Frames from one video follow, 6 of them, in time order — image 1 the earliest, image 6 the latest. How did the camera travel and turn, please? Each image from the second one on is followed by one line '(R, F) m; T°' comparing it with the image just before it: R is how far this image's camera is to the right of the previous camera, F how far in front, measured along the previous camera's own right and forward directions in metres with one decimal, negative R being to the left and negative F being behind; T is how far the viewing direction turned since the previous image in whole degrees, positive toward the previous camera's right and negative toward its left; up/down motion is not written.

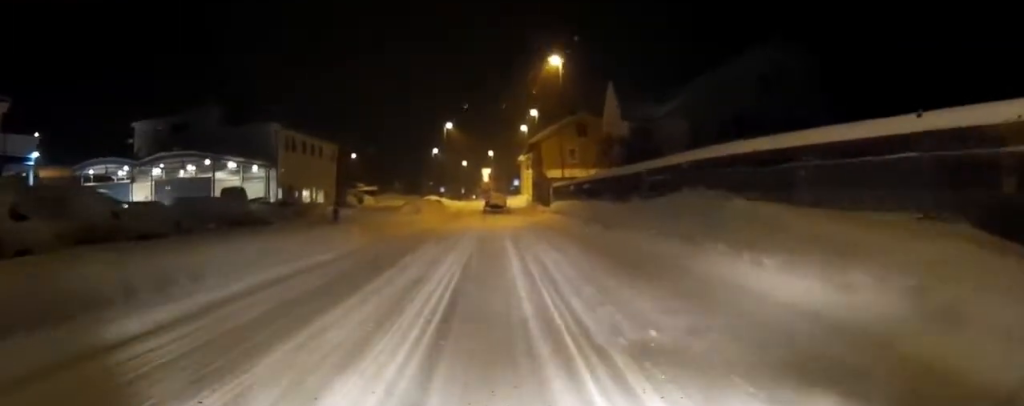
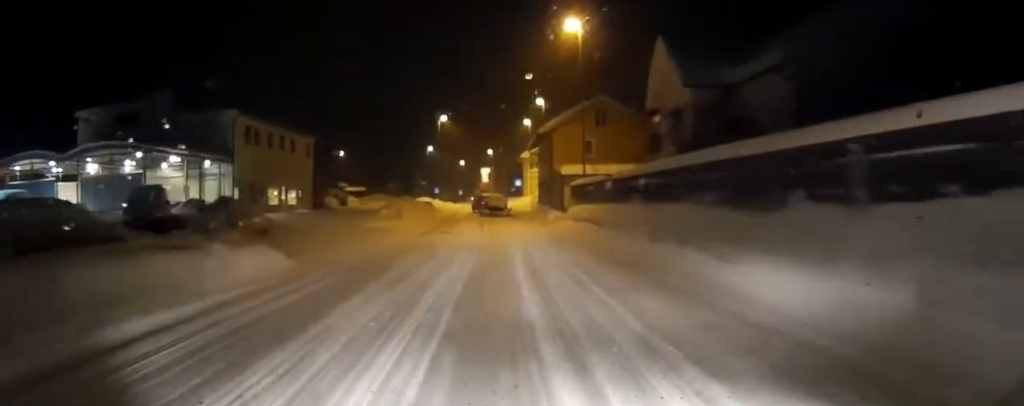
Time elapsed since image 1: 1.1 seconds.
(+0.2, +8.8) m; +1°
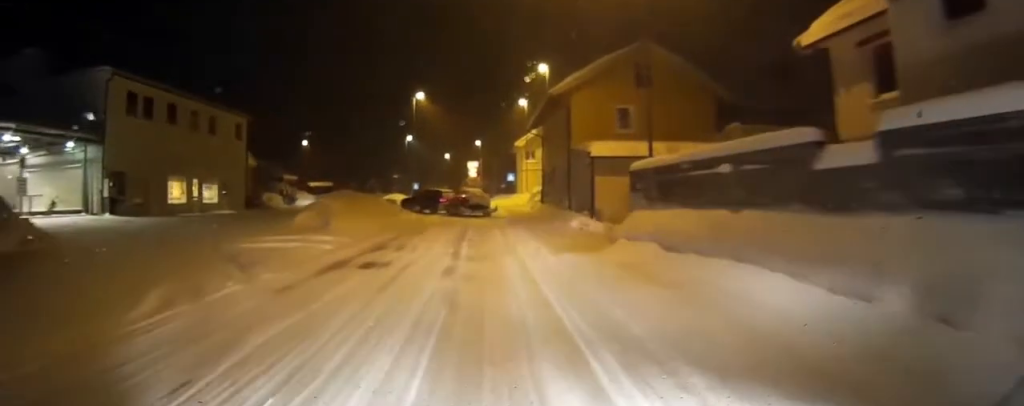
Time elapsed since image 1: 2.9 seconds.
(-0.1, +14.3) m; +1°
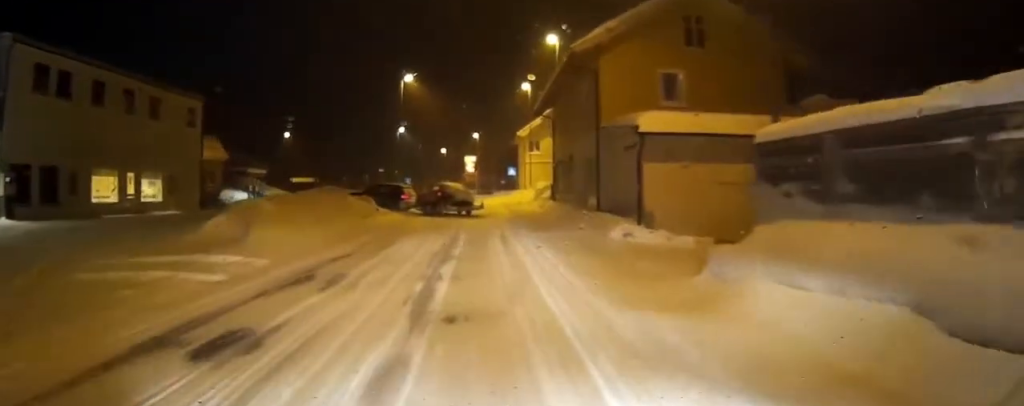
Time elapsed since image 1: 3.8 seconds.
(+0.1, +7.4) m; +1°
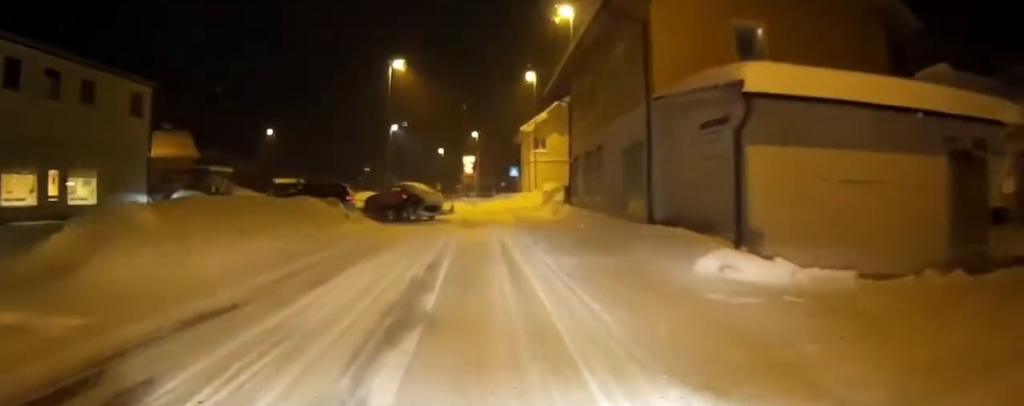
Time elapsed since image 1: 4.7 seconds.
(0.0, +6.4) m; 0°
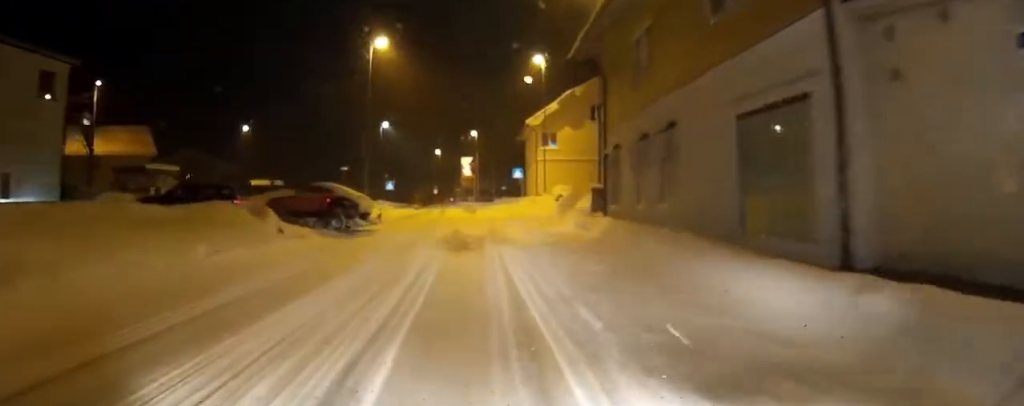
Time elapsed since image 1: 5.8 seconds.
(0.0, +8.0) m; -1°
